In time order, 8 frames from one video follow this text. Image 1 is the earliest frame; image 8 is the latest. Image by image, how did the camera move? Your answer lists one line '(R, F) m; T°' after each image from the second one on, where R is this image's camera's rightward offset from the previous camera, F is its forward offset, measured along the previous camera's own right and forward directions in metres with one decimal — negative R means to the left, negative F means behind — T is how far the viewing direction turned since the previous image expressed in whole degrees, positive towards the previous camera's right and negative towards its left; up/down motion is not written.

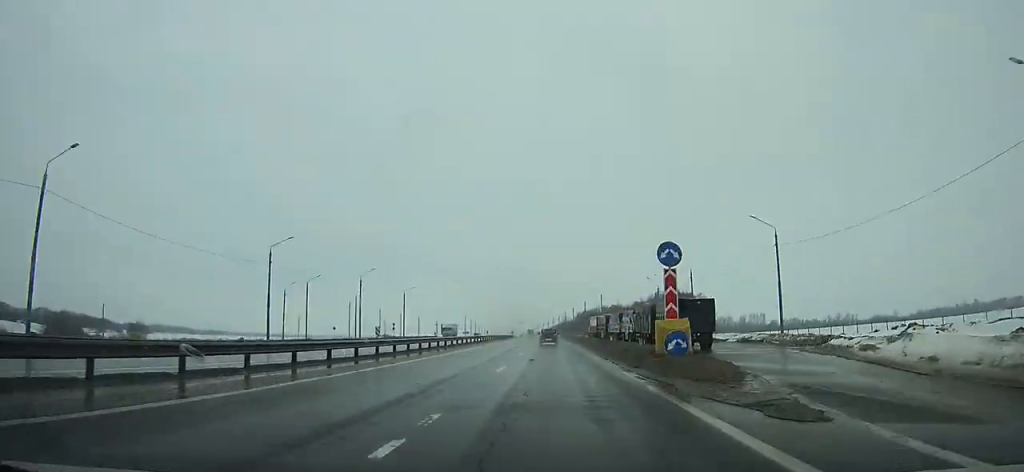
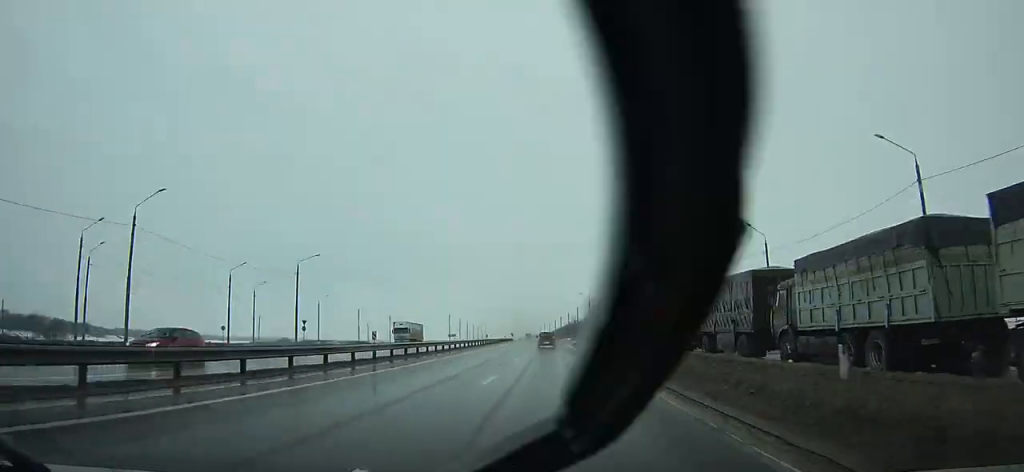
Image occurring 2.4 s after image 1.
(-0.6, +51.1) m; -1°
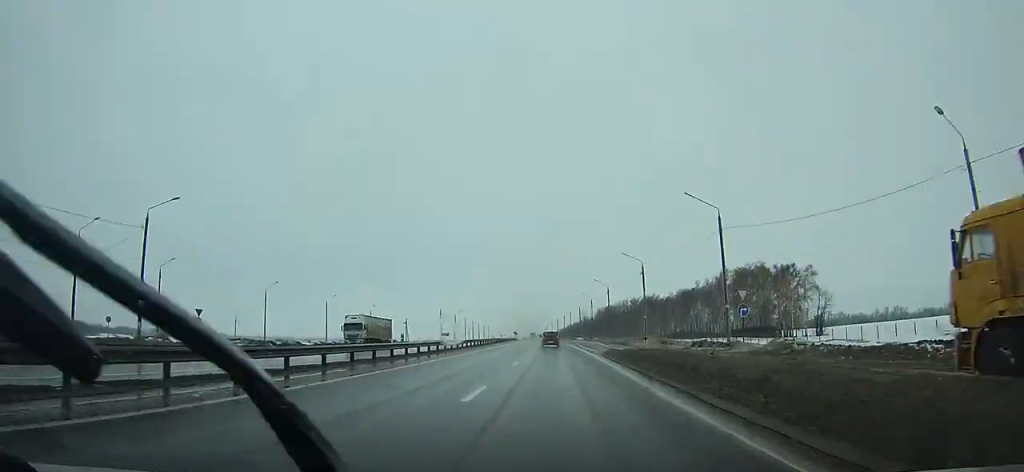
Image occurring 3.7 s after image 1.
(-0.1, +27.6) m; 0°
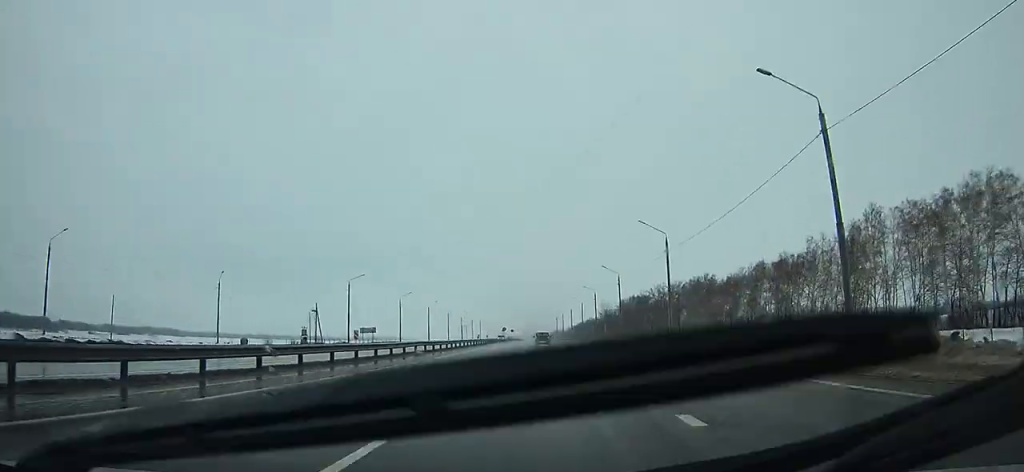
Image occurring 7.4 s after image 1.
(-0.8, +78.5) m; -1°
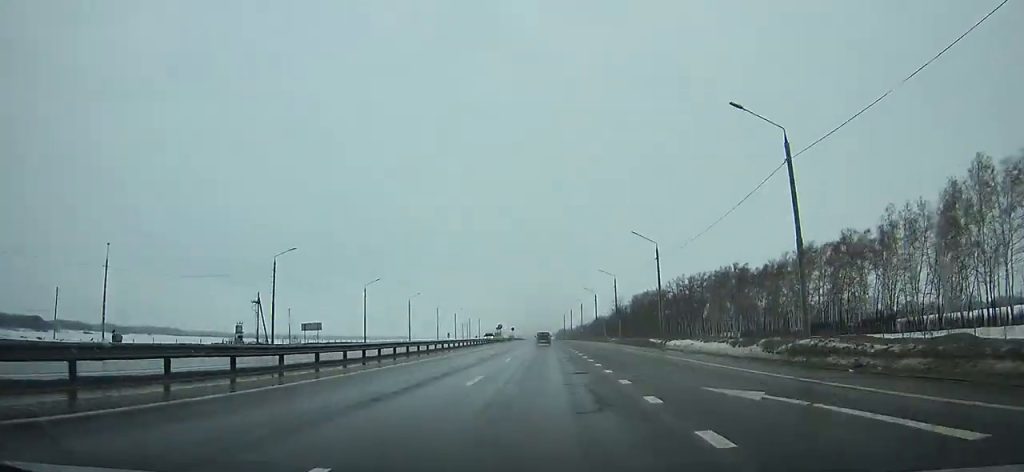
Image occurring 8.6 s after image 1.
(0.0, +25.6) m; 0°
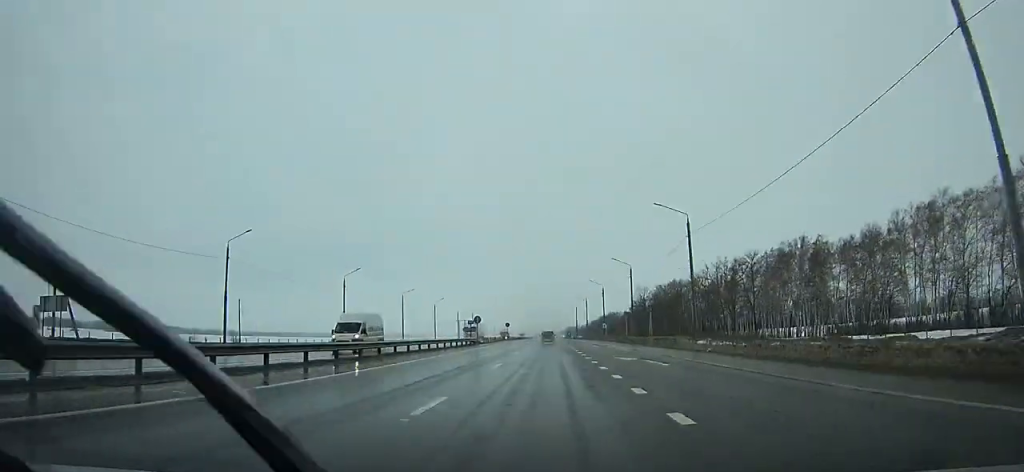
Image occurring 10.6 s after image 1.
(-0.3, +43.2) m; 0°
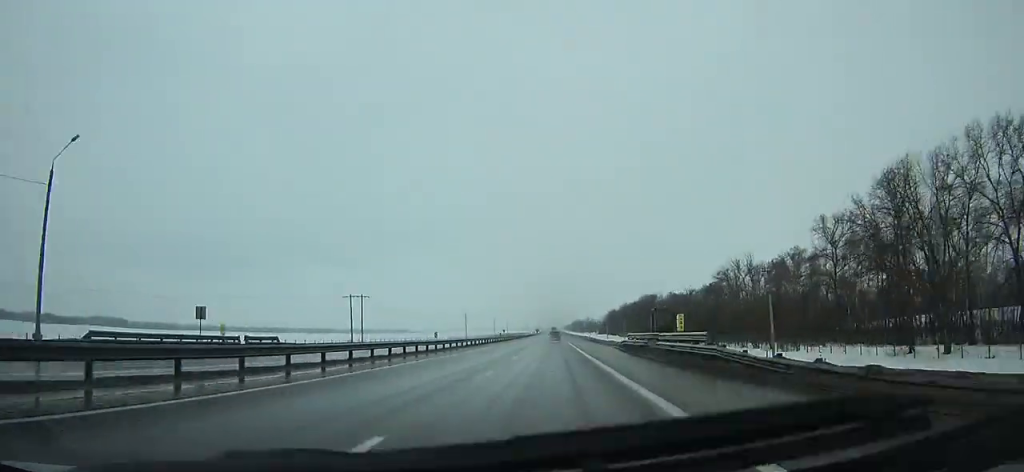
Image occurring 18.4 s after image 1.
(-1.2, +173.4) m; -1°
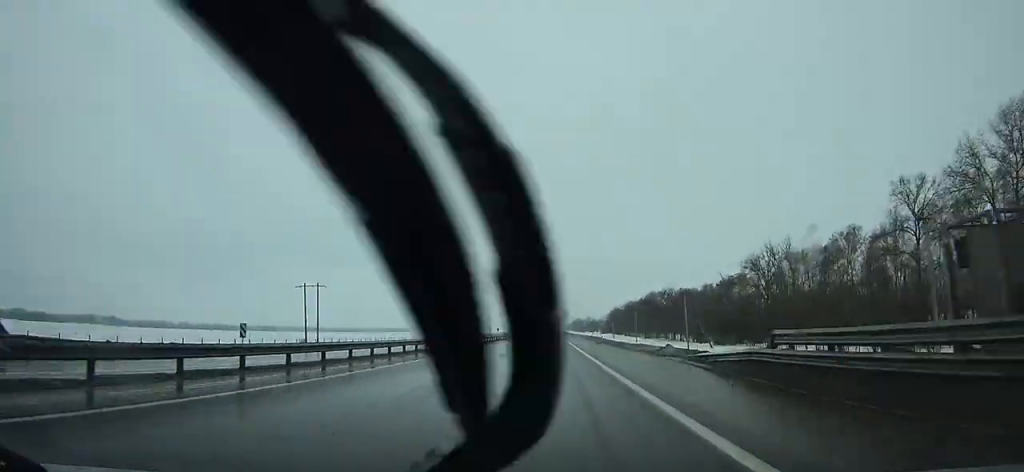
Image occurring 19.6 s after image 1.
(0.0, +27.5) m; 0°
